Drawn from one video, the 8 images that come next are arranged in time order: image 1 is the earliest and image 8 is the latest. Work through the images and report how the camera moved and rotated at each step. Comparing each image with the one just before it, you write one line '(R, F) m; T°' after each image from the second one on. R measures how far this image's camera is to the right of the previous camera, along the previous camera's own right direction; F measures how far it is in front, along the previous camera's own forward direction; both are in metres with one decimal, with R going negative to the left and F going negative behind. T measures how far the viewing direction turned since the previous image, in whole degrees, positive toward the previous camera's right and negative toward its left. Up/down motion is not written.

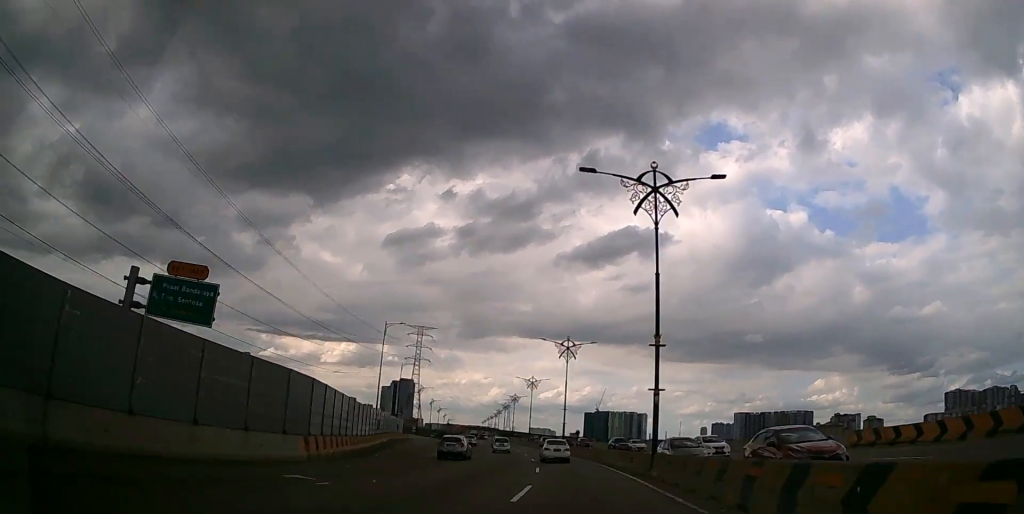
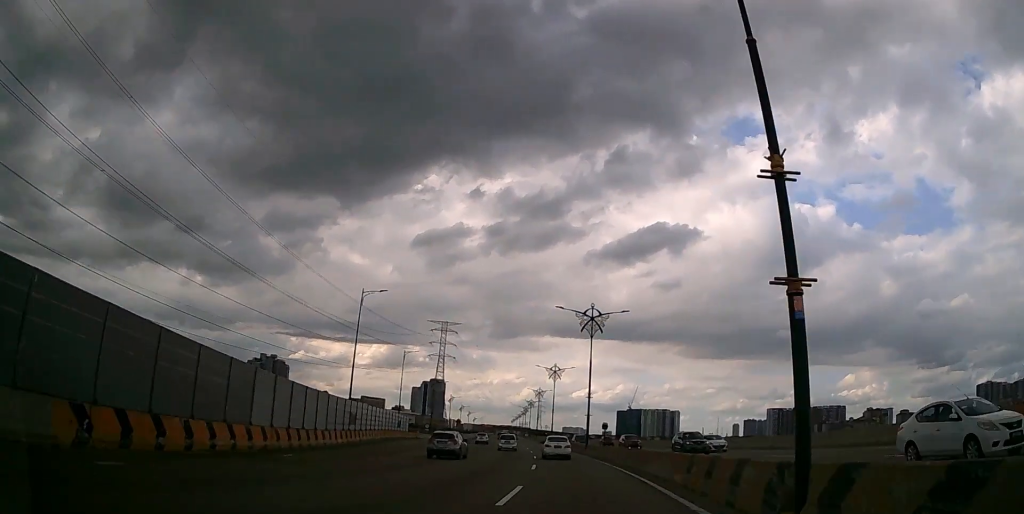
(-0.2, +13.8) m; -3°
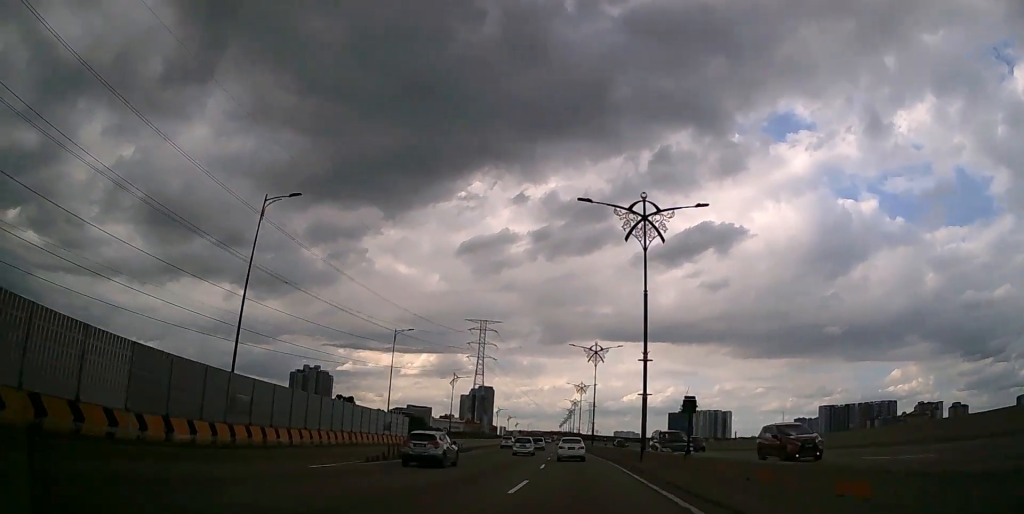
(-1.1, +22.8) m; -5°
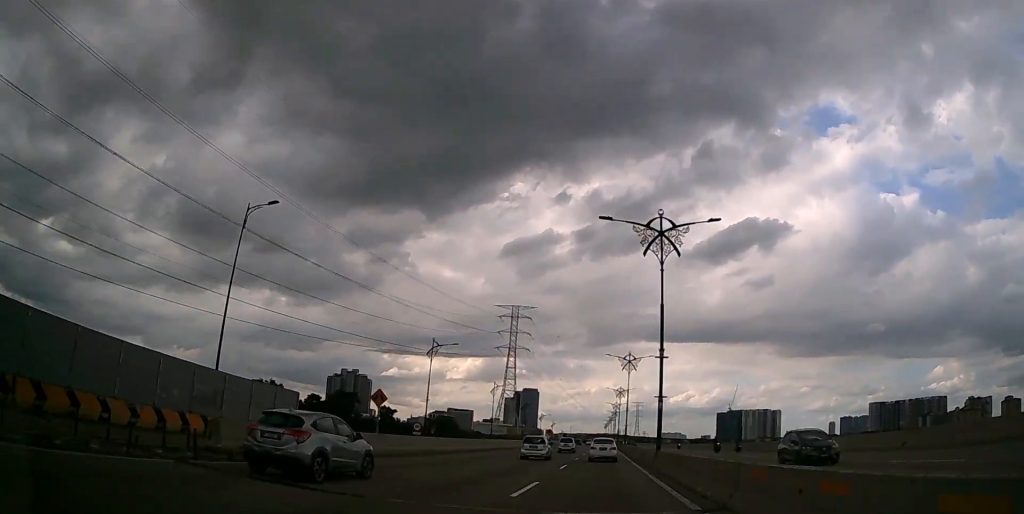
(-2.1, +38.4) m; -5°
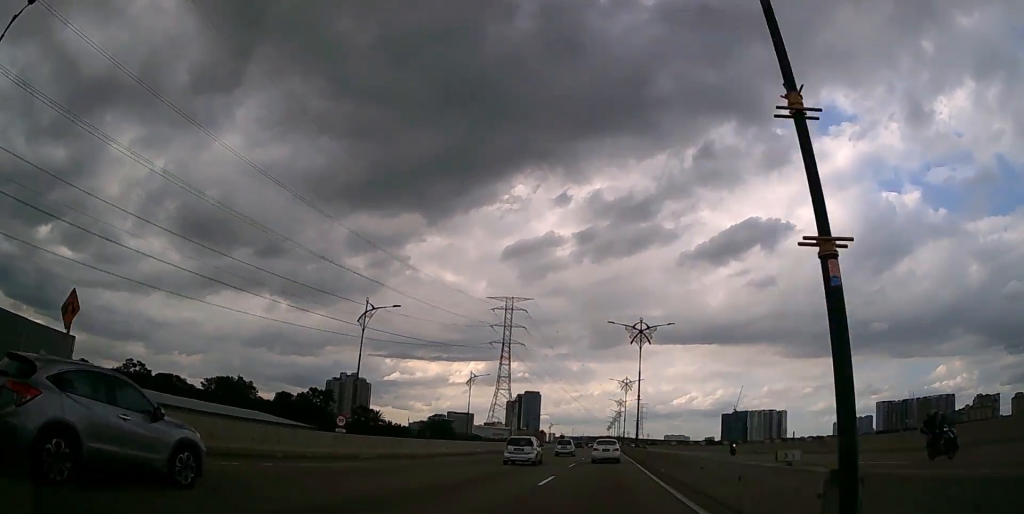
(-0.4, +21.0) m; -1°
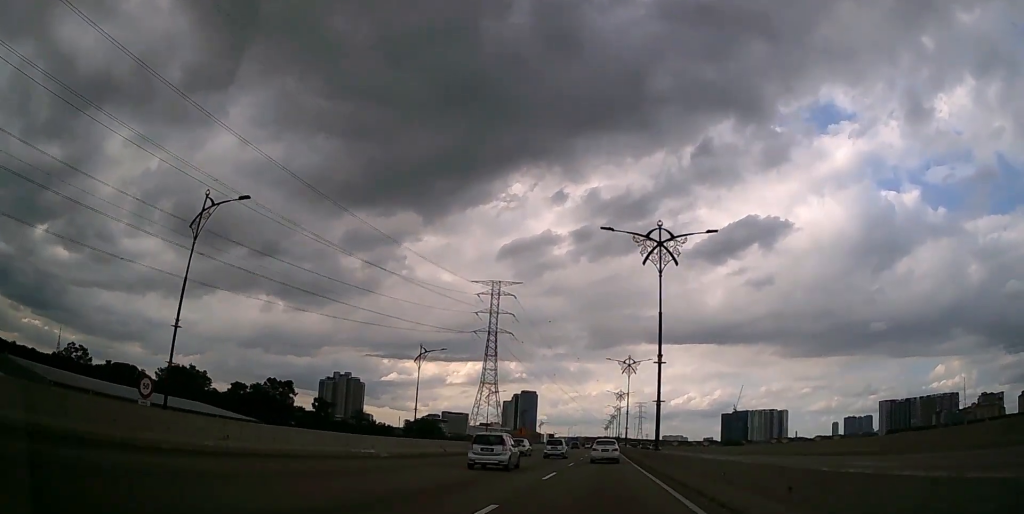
(0.0, +22.6) m; 0°
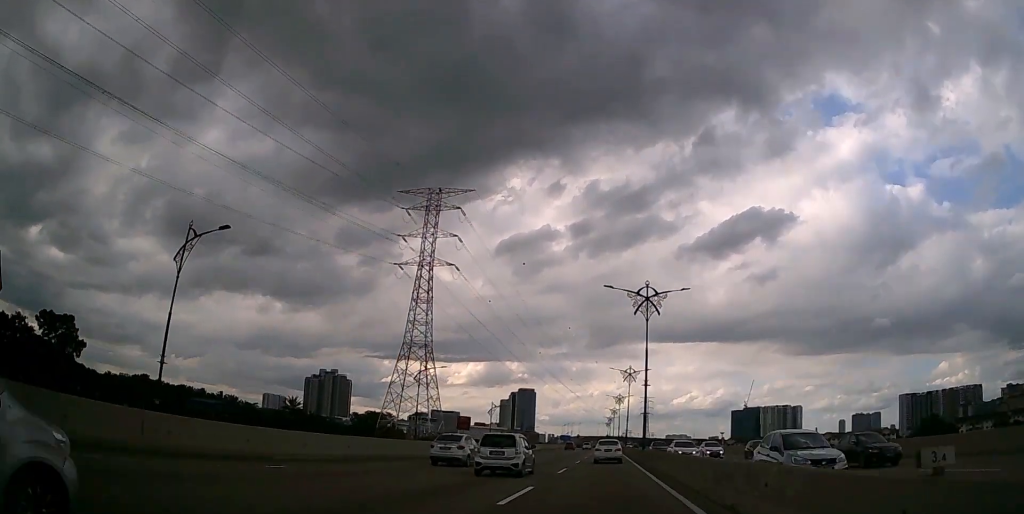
(-0.2, +79.7) m; 0°
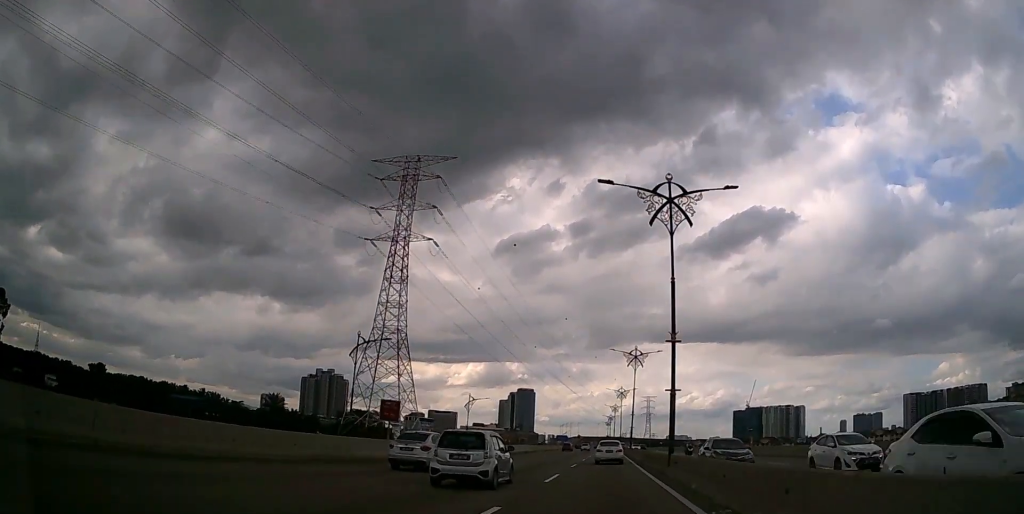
(0.0, +16.5) m; 0°
